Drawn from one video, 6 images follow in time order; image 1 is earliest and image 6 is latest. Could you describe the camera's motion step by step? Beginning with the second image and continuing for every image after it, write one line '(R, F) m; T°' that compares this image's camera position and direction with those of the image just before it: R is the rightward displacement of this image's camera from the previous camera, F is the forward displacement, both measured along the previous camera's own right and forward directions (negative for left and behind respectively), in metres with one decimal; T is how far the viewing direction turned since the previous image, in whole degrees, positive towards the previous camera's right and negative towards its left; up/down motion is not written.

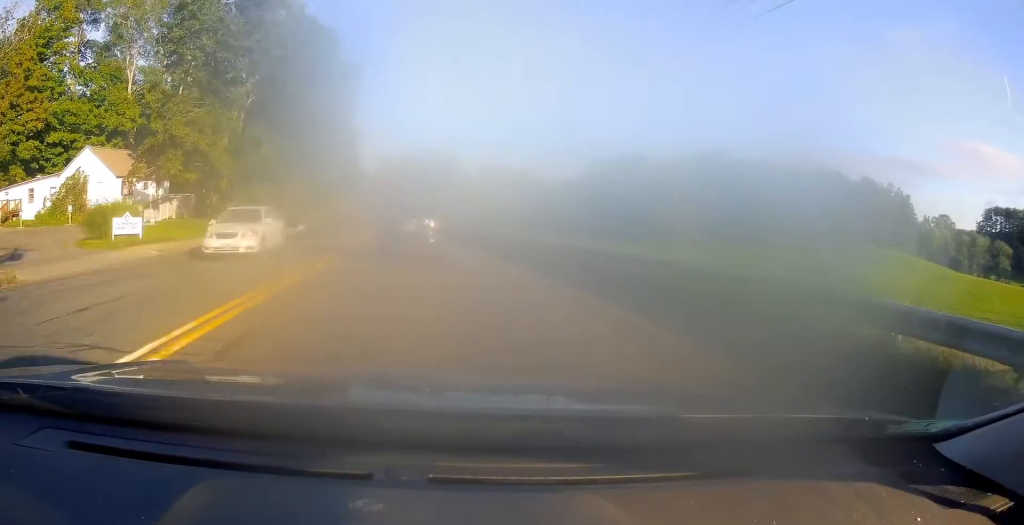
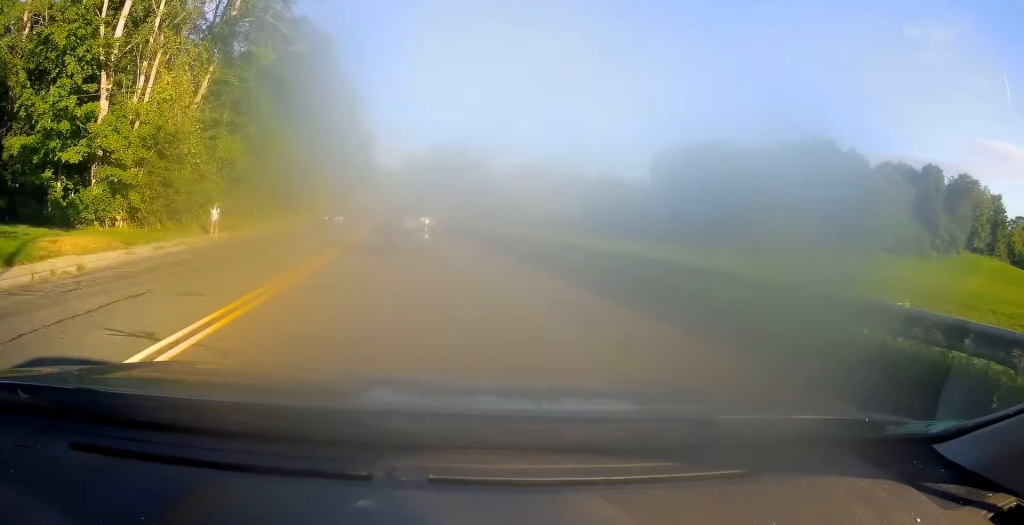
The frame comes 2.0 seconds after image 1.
(-0.5, +36.8) m; -3°
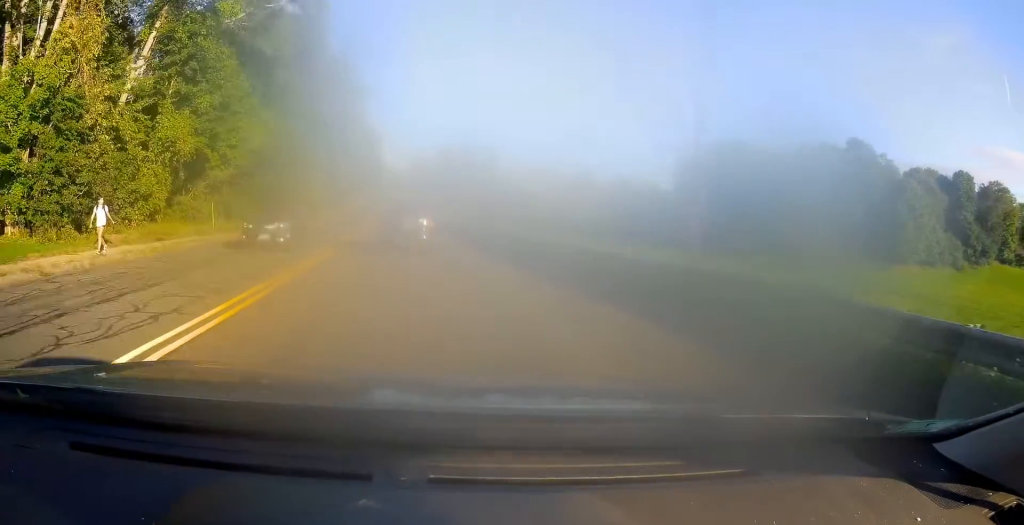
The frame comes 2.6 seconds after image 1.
(0.0, +10.2) m; -1°
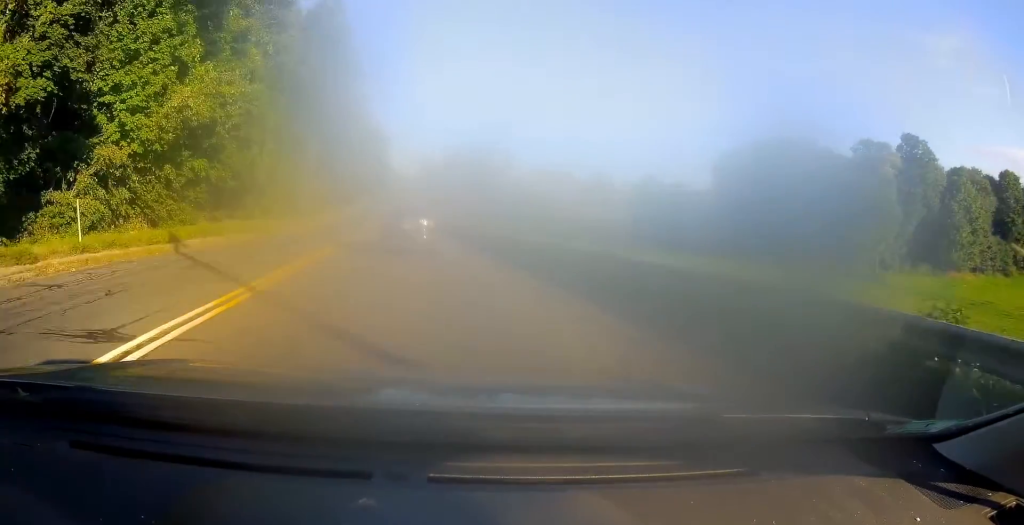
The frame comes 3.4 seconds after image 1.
(-0.3, +14.8) m; -1°
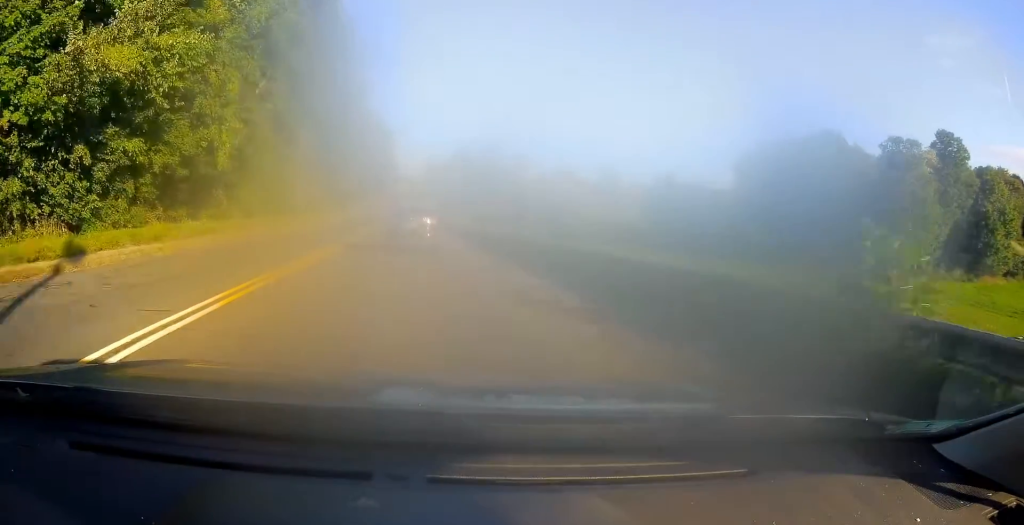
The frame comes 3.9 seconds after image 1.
(-0.1, +8.4) m; 0°
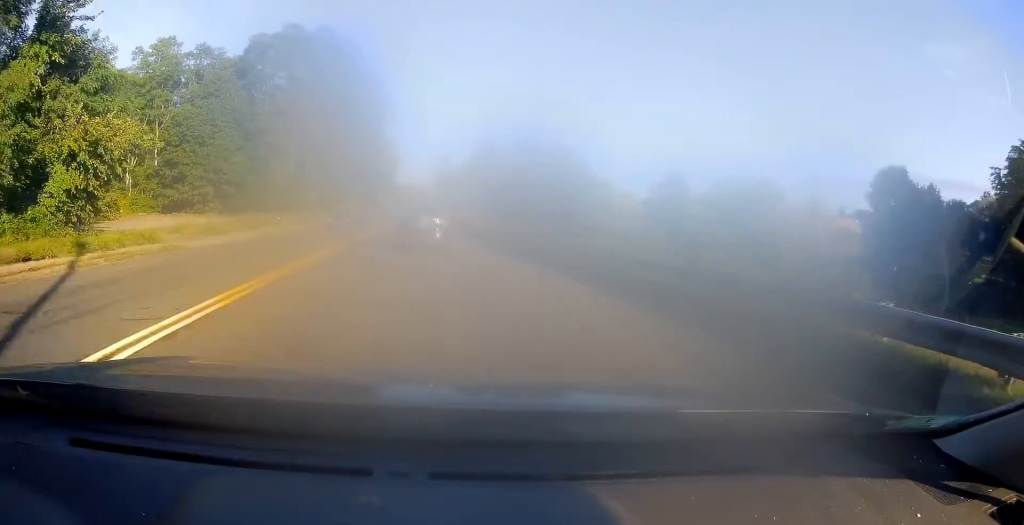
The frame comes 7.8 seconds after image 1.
(-1.6, +72.6) m; 0°
